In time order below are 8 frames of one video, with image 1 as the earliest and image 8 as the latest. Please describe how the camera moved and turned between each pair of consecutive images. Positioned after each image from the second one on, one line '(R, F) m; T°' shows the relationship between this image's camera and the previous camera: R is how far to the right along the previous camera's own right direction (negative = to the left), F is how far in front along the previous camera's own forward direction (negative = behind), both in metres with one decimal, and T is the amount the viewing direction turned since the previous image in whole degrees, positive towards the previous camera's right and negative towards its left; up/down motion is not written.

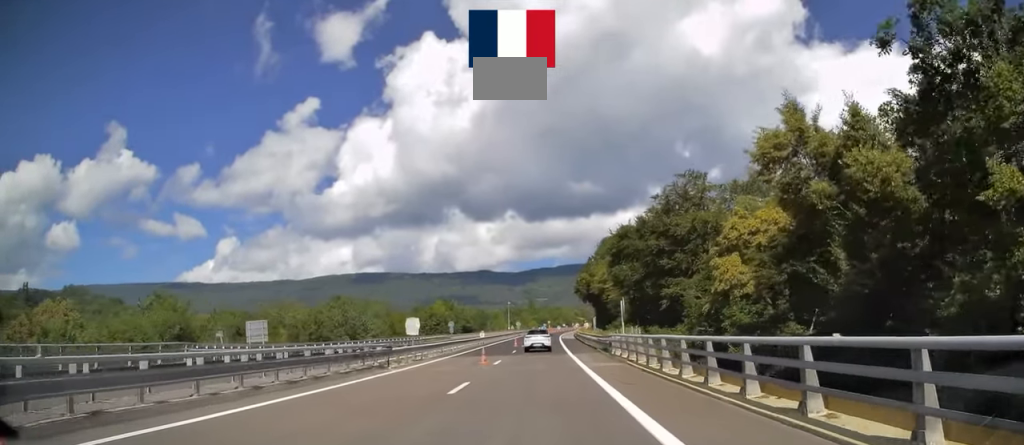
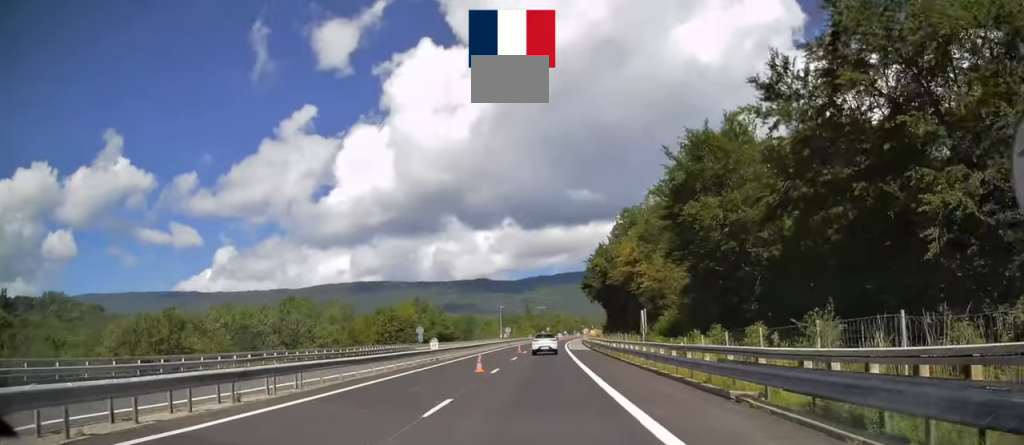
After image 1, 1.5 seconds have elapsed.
(+0.2, +29.8) m; +1°
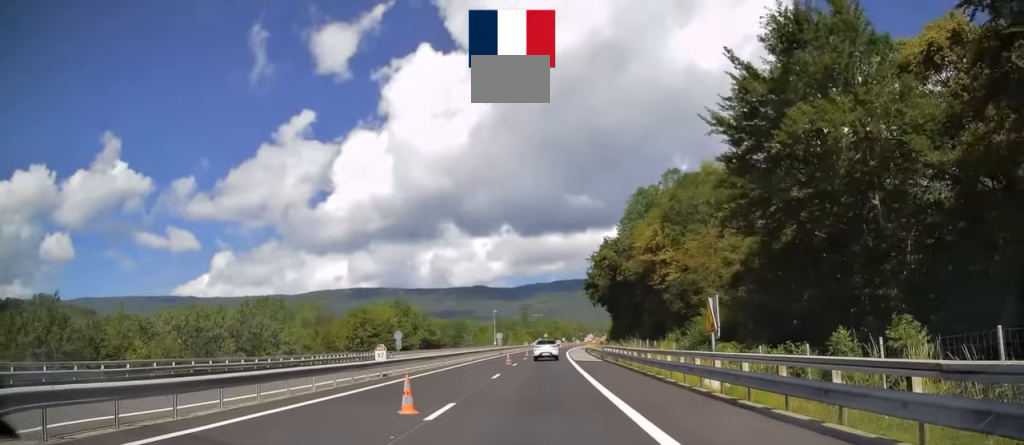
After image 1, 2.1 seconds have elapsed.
(0.0, +12.7) m; 0°
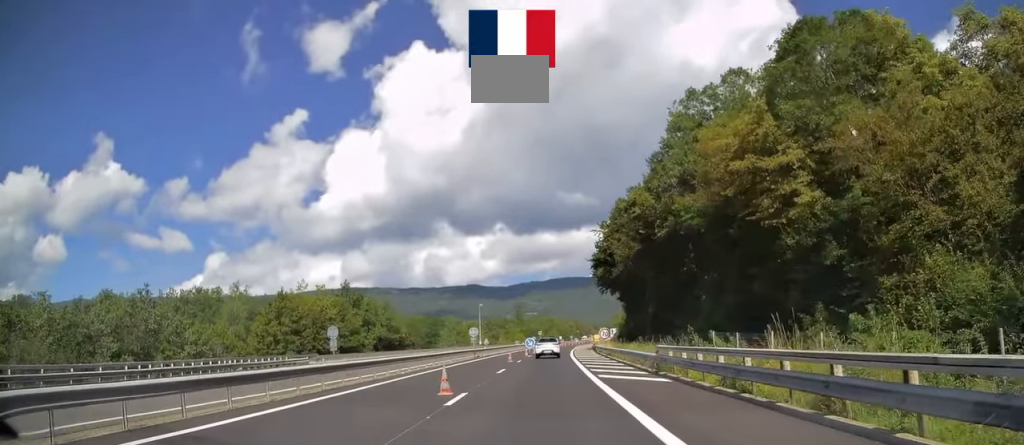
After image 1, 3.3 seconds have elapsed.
(+0.1, +23.8) m; 0°
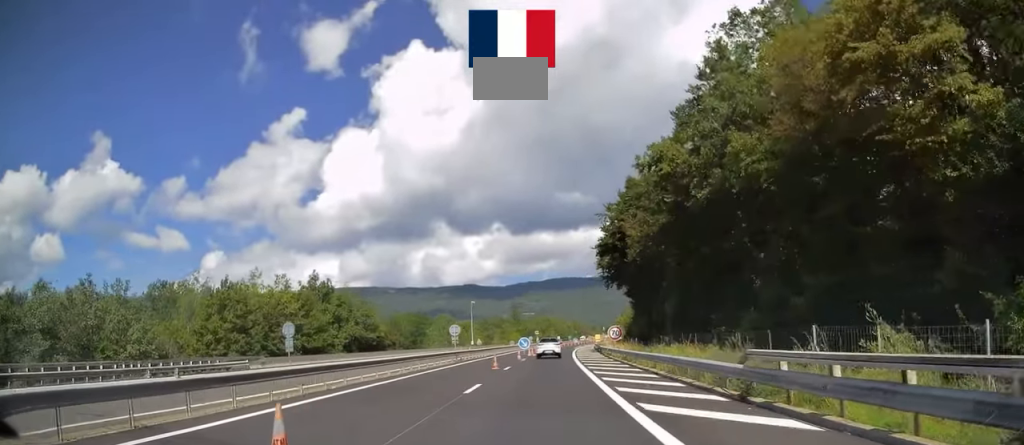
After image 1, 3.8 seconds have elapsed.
(0.0, +9.9) m; 0°
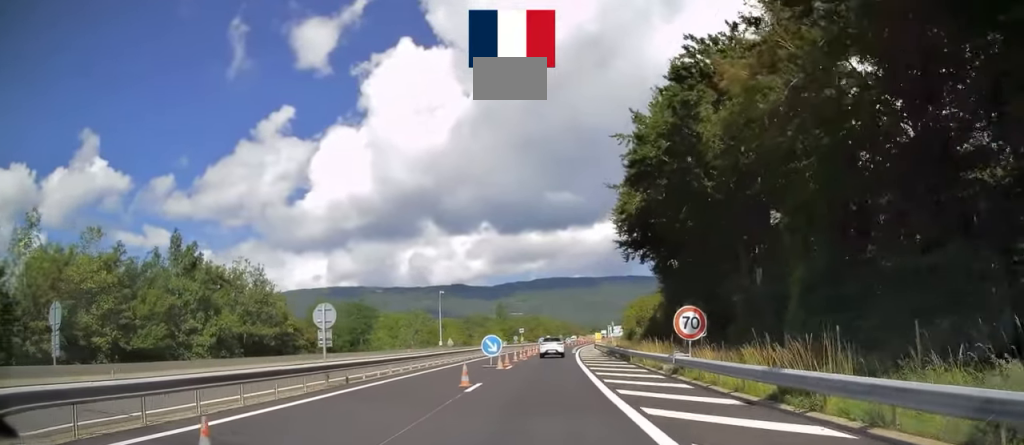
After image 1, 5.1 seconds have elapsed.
(0.0, +25.3) m; +1°
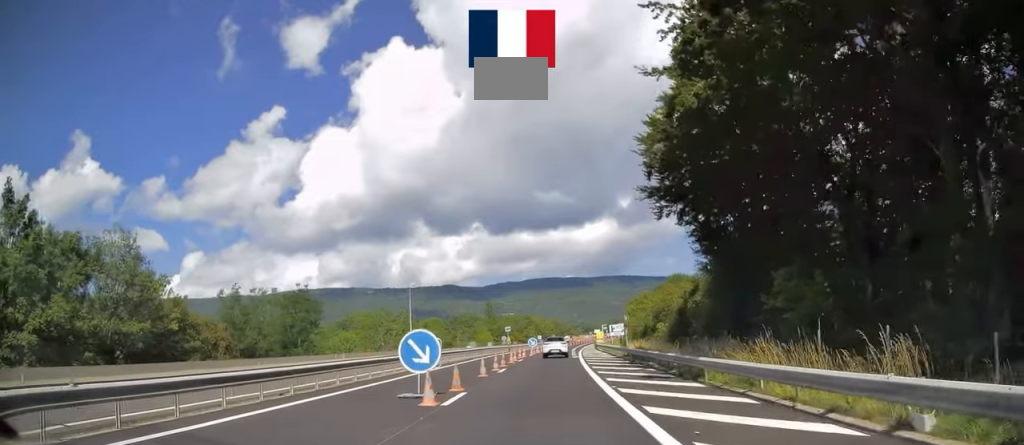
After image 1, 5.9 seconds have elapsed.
(+0.1, +16.5) m; +1°
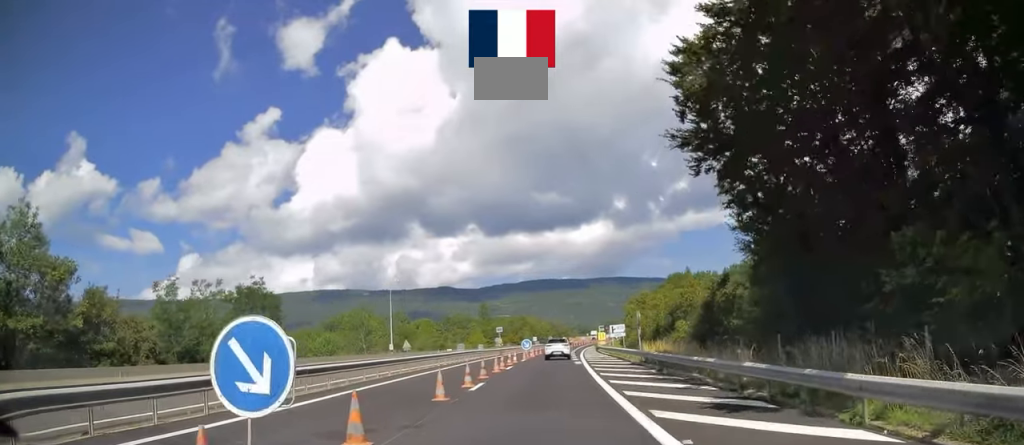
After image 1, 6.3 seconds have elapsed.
(+0.1, +8.6) m; +1°
